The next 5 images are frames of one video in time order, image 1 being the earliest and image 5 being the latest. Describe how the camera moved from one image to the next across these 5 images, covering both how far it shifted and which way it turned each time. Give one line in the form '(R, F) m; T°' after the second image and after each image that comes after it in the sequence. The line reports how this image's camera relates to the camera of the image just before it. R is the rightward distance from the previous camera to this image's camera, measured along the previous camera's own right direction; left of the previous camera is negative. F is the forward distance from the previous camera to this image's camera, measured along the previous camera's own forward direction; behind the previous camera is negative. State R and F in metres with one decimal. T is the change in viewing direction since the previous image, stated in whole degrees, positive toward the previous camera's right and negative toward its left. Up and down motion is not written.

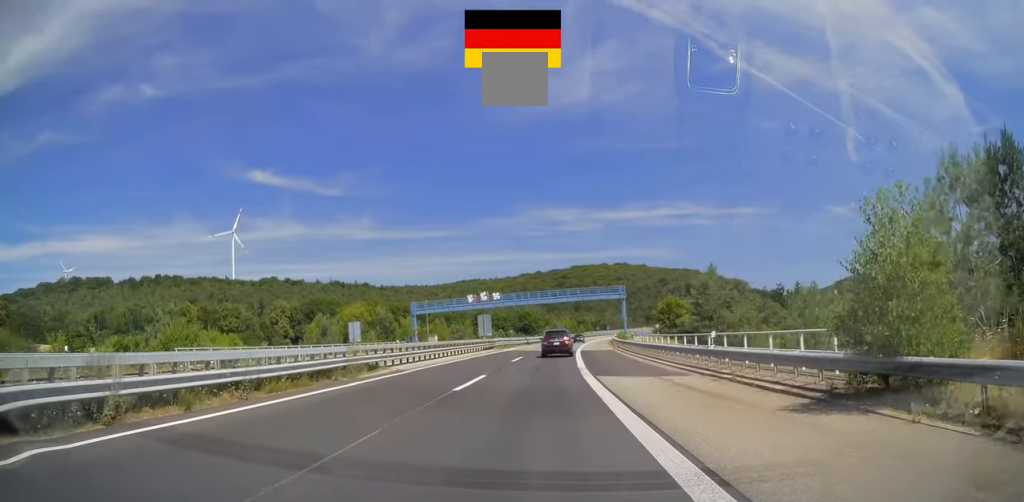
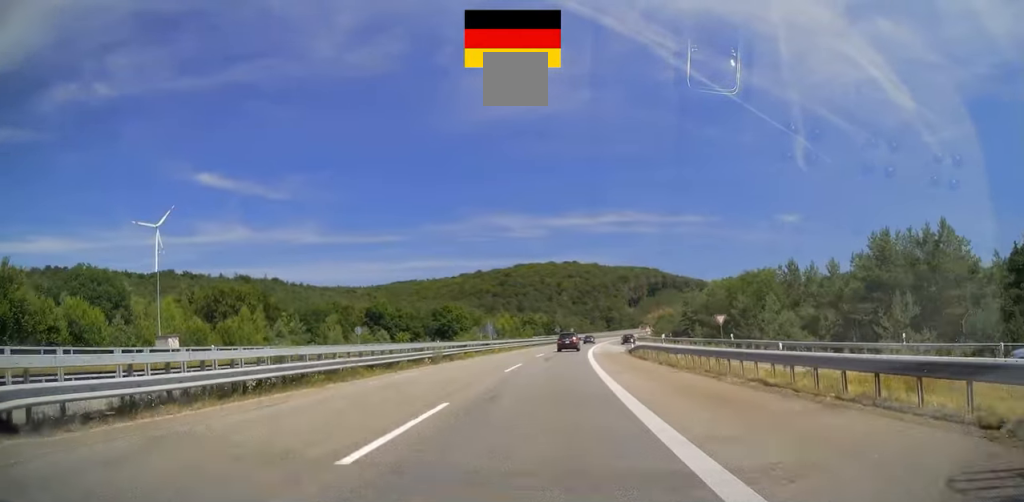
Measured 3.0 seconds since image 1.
(+3.4, +88.1) m; +5°
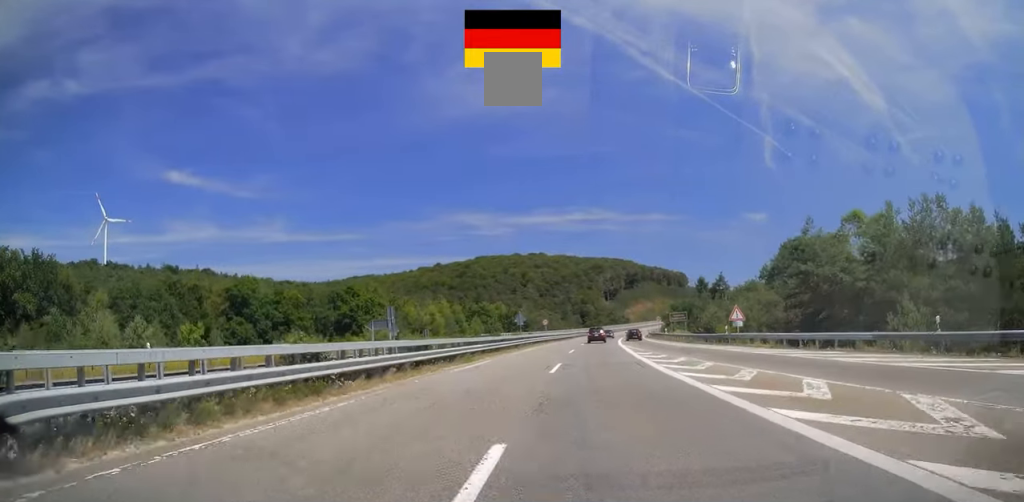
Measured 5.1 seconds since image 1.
(+1.4, +60.0) m; +3°
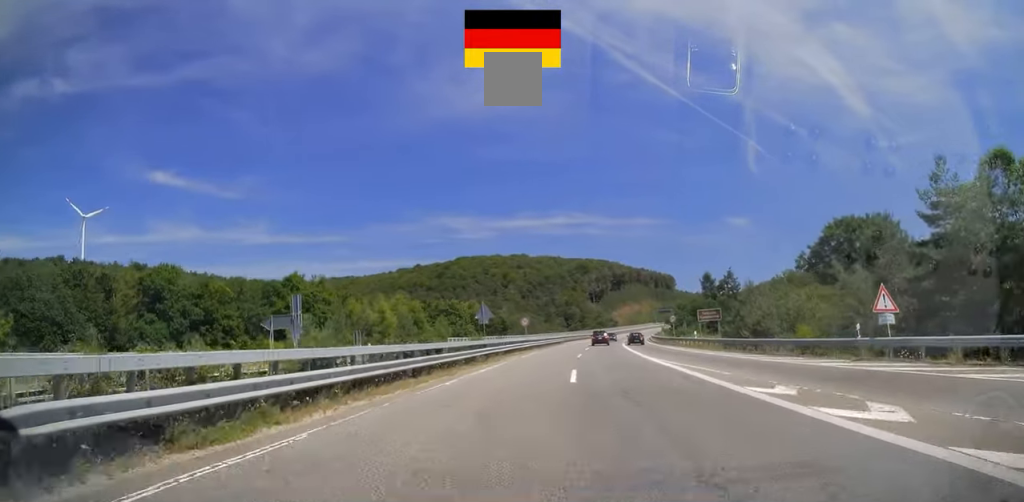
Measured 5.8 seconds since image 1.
(+0.5, +21.1) m; +1°
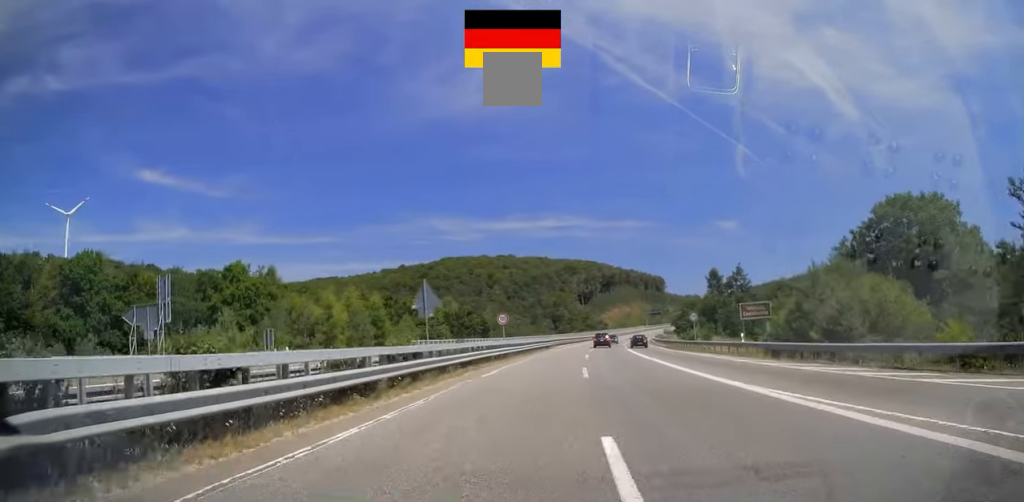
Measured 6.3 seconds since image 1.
(0.0, +15.2) m; +1°
